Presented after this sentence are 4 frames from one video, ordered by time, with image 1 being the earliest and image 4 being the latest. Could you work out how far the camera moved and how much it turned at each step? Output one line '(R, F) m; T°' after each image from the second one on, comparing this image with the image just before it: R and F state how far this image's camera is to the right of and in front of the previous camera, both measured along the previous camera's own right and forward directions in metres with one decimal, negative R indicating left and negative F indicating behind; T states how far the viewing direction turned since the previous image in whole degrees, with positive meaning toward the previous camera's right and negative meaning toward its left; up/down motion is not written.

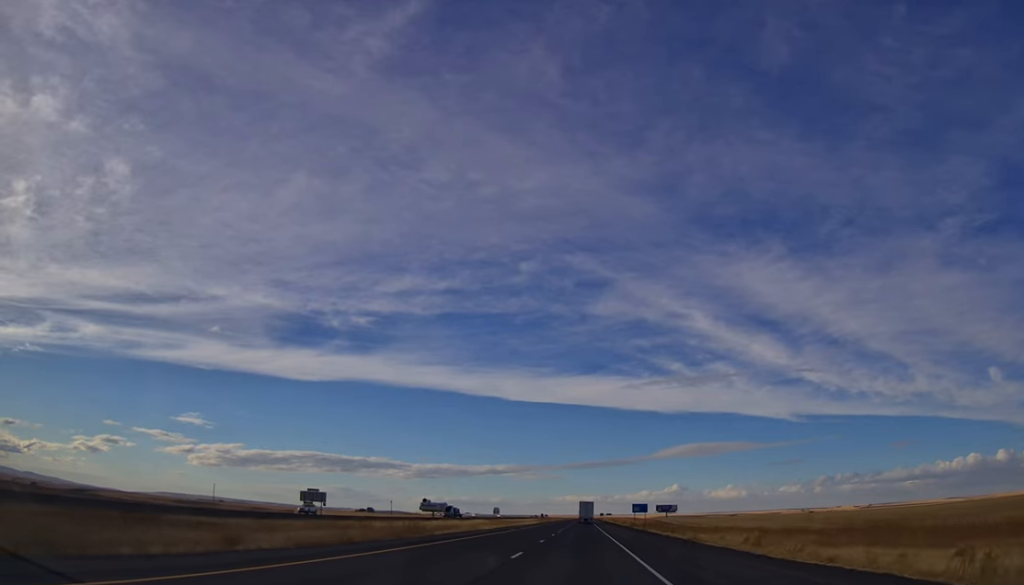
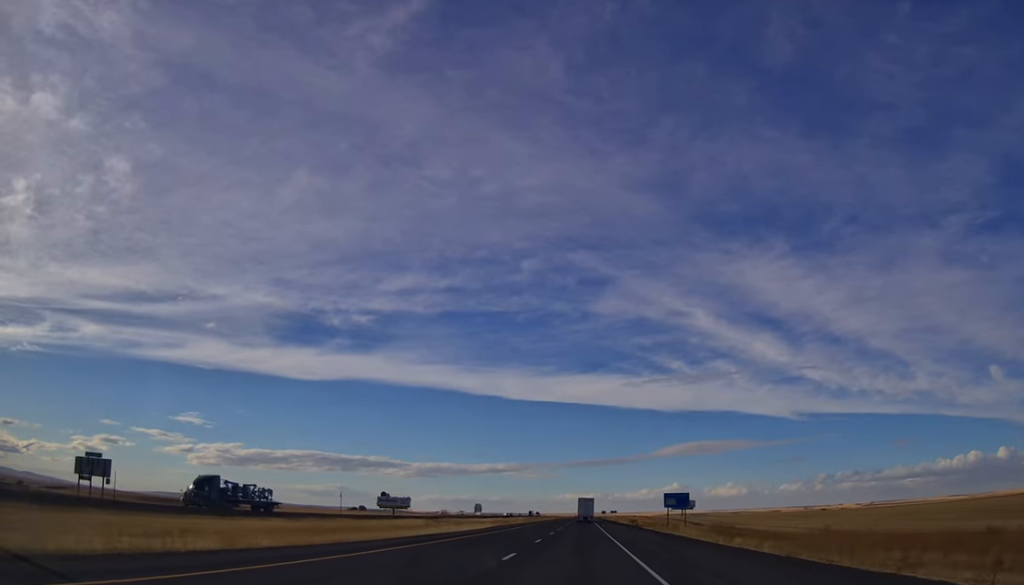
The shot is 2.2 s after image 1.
(-0.4, +74.5) m; -1°
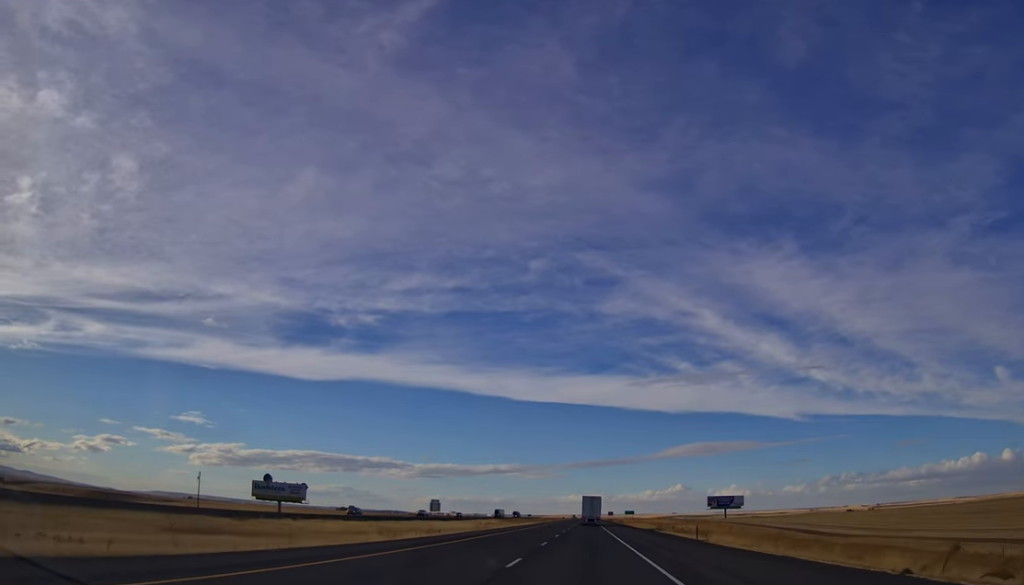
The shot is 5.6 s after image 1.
(+0.9, +112.3) m; 0°
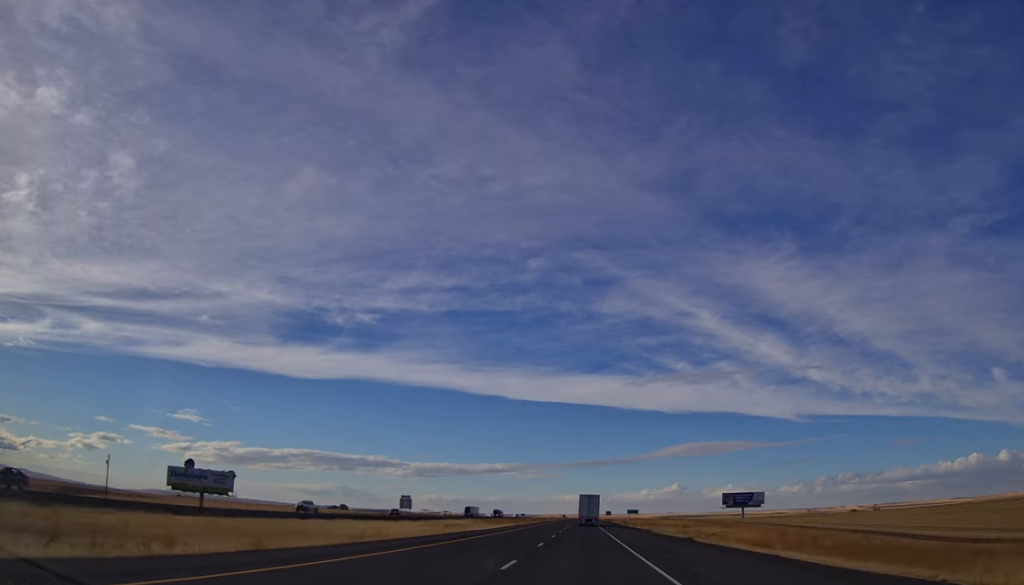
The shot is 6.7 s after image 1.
(-0.5, +37.3) m; -1°
